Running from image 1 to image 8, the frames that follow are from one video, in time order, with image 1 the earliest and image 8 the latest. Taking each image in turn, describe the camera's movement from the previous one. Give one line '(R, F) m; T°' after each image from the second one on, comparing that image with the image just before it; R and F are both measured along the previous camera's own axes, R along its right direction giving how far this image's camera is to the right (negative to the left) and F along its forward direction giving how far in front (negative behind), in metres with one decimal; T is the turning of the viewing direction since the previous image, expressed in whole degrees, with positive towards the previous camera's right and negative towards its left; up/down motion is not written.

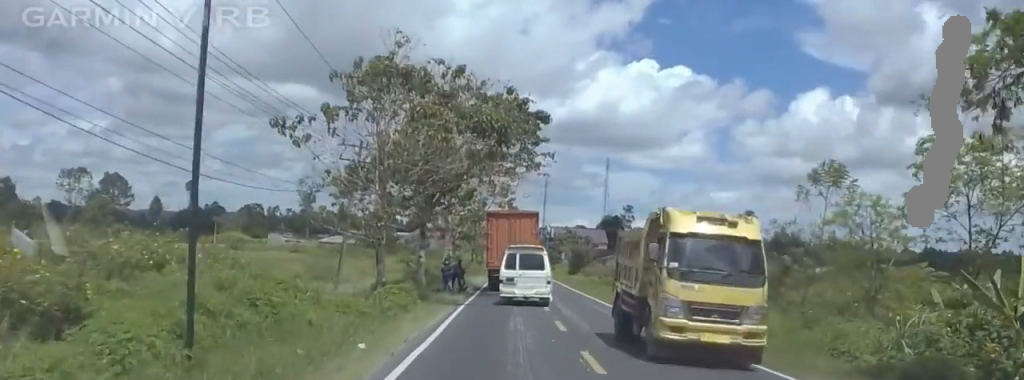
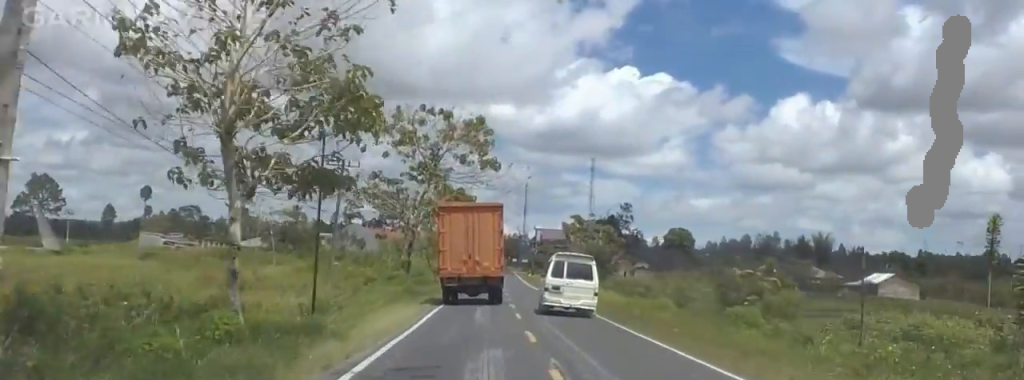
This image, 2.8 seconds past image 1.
(+3.0, +42.0) m; +6°
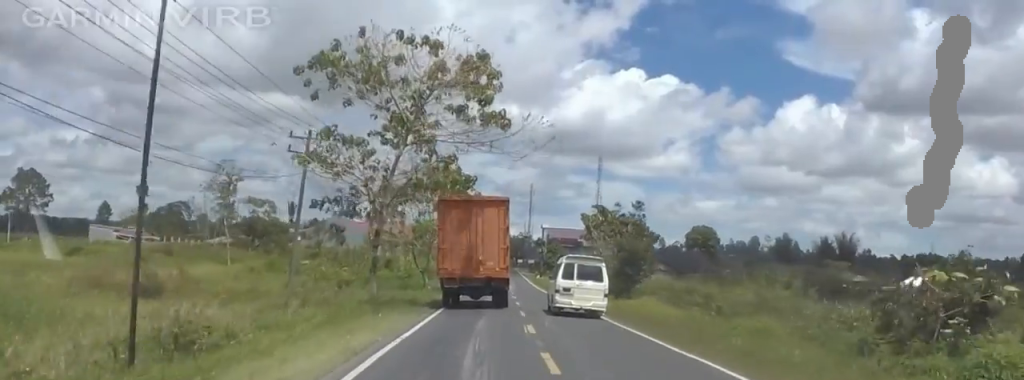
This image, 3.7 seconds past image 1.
(-0.1, +13.1) m; -2°
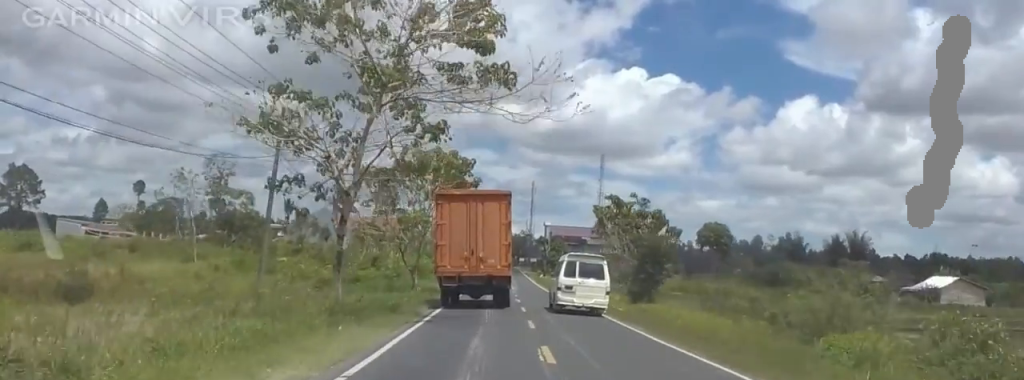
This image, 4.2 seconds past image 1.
(+0.5, +6.5) m; -2°
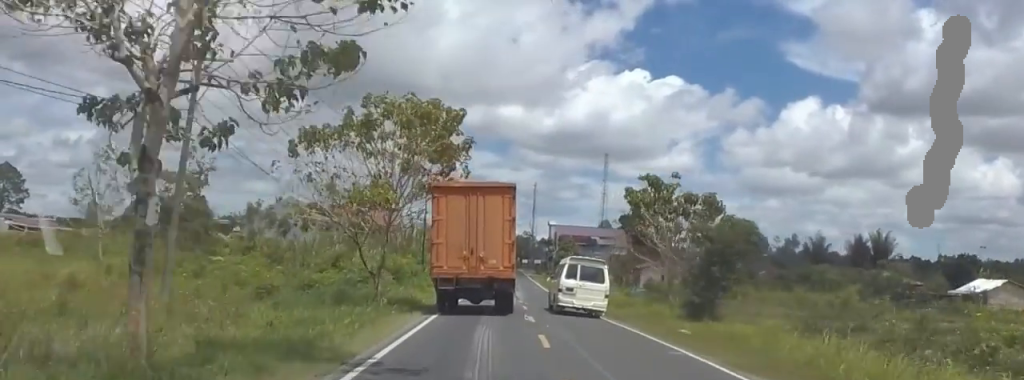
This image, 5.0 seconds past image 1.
(-1.0, +12.3) m; -1°
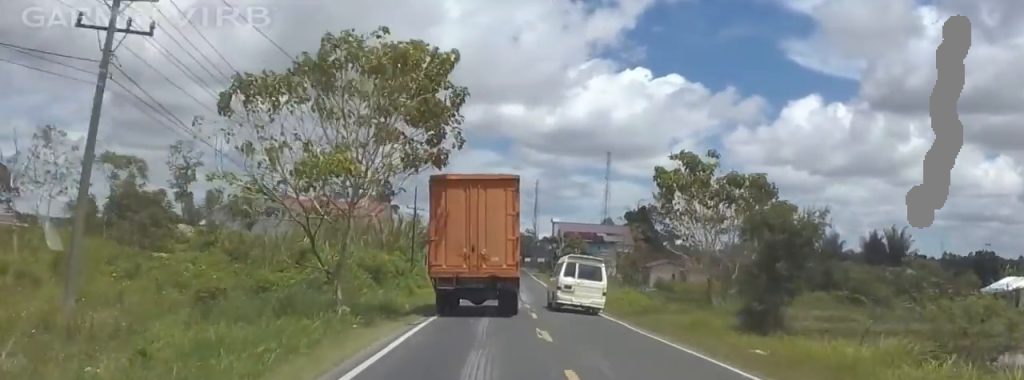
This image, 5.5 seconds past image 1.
(-0.5, +7.1) m; +1°
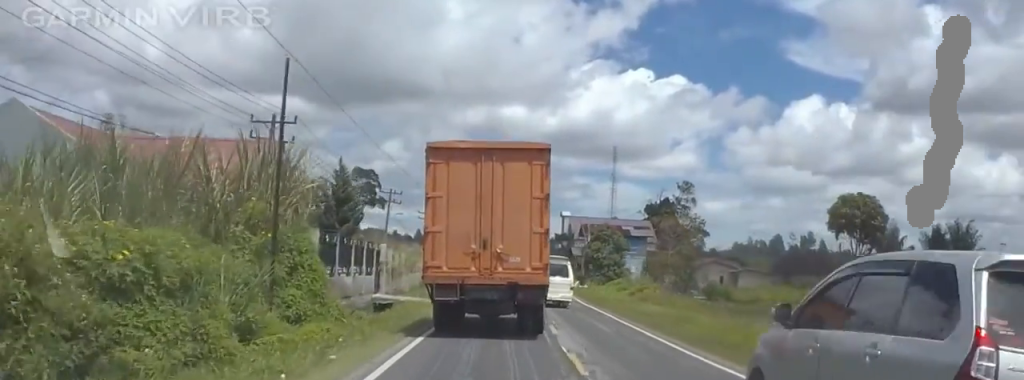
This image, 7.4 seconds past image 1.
(+2.2, +27.6) m; +5°
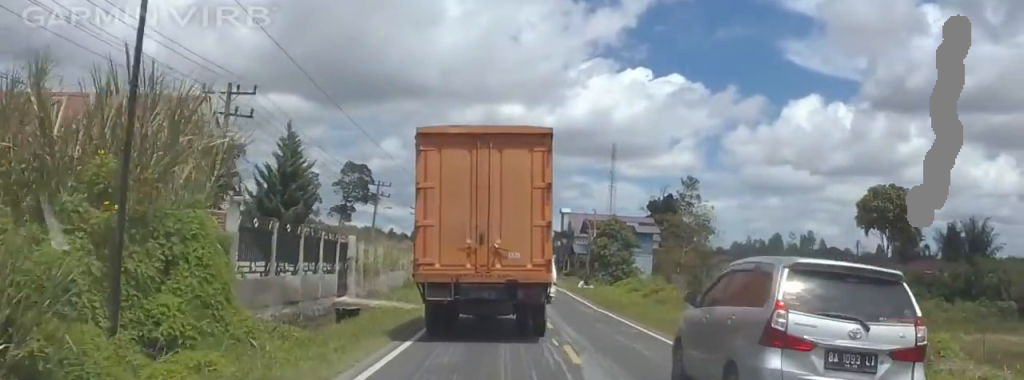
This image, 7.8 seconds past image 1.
(+0.2, +6.8) m; -2°
